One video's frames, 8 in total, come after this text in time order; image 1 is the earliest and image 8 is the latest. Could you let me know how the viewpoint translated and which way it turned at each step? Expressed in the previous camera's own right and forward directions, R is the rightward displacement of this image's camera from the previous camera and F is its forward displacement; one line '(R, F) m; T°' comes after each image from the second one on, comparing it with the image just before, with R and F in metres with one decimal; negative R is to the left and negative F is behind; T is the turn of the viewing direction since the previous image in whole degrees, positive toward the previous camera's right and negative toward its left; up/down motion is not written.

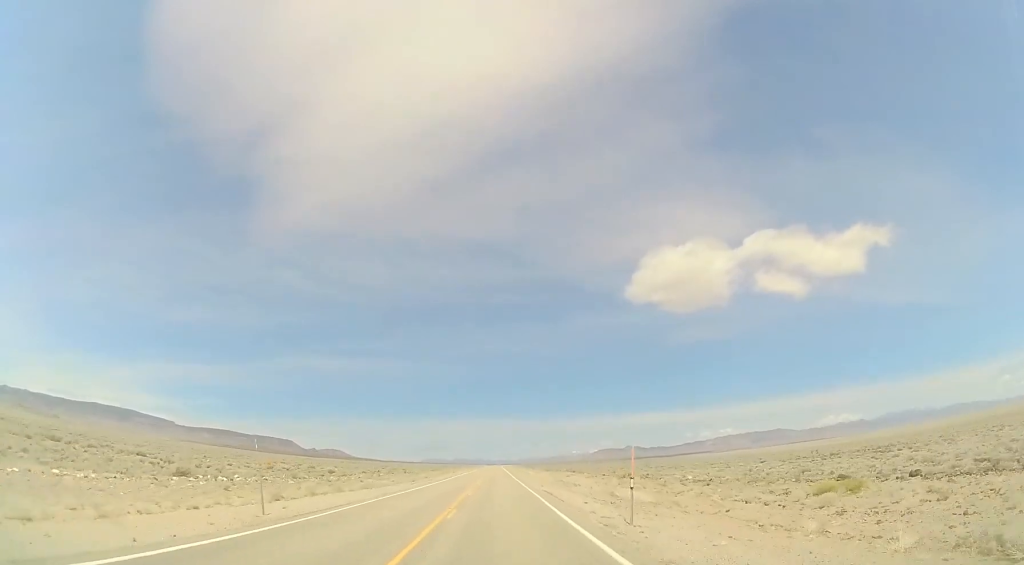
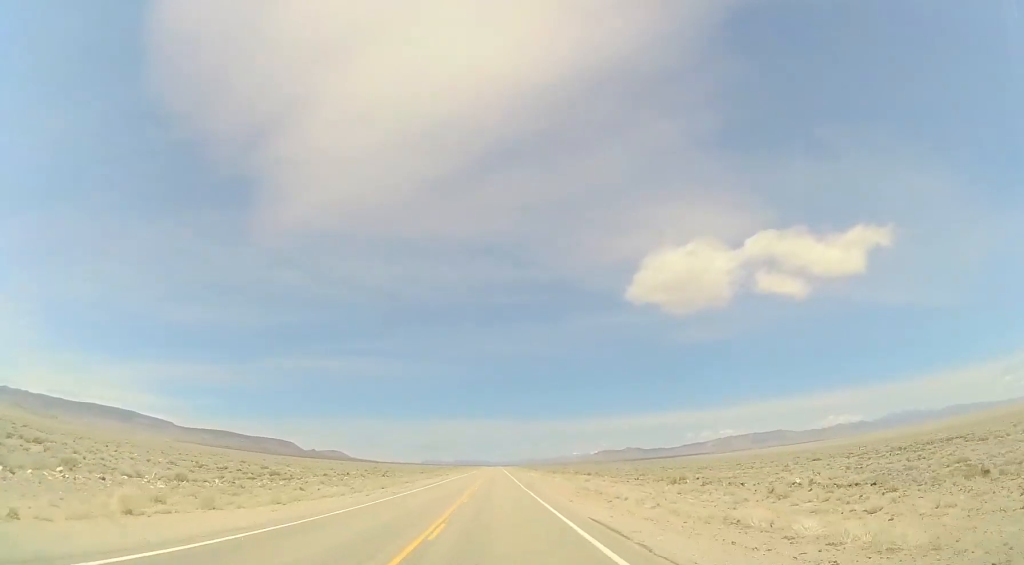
(0.0, +16.5) m; 0°
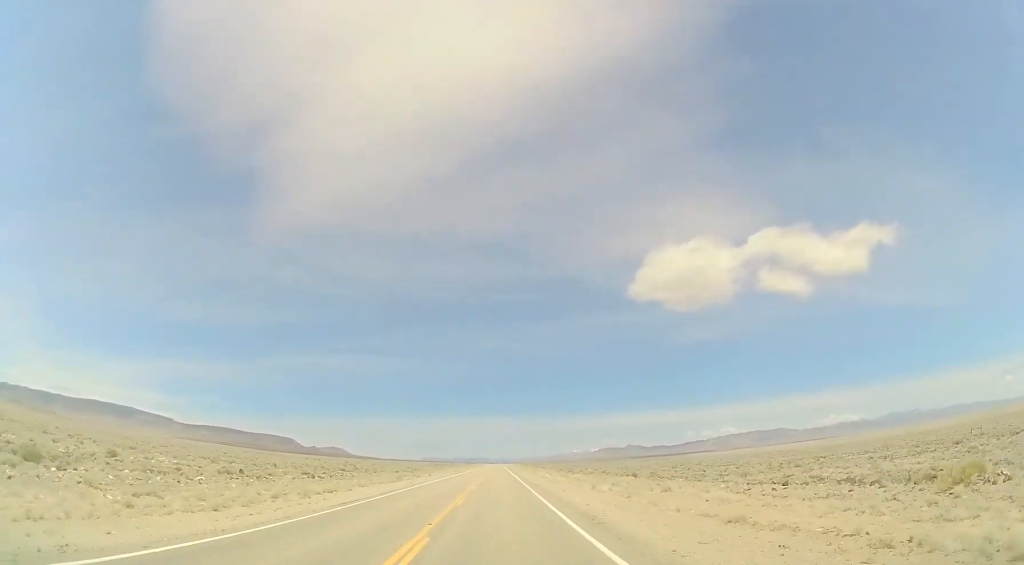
(+0.1, +27.8) m; +1°
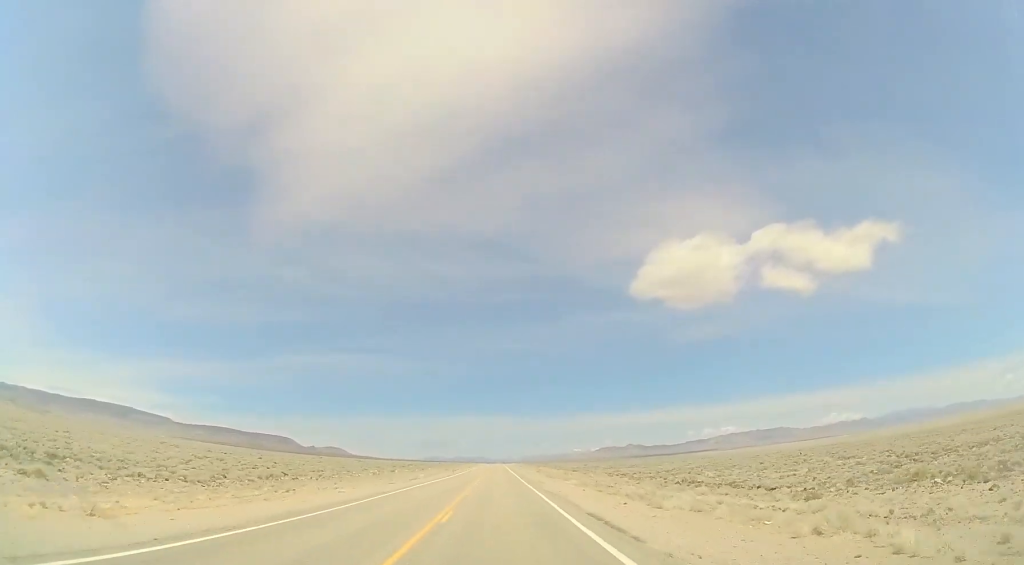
(+0.3, +67.1) m; 0°
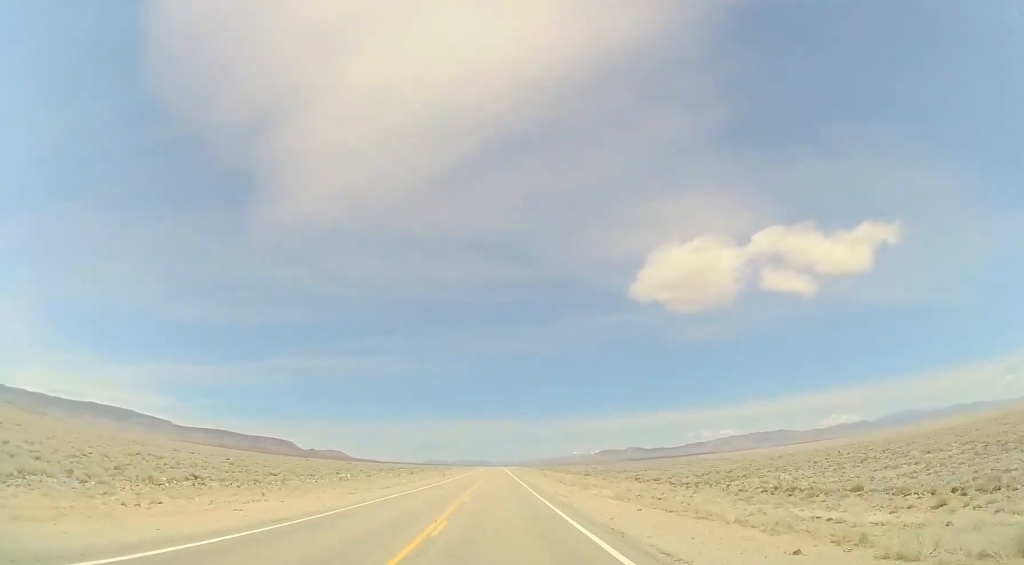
(-0.2, +14.5) m; 0°
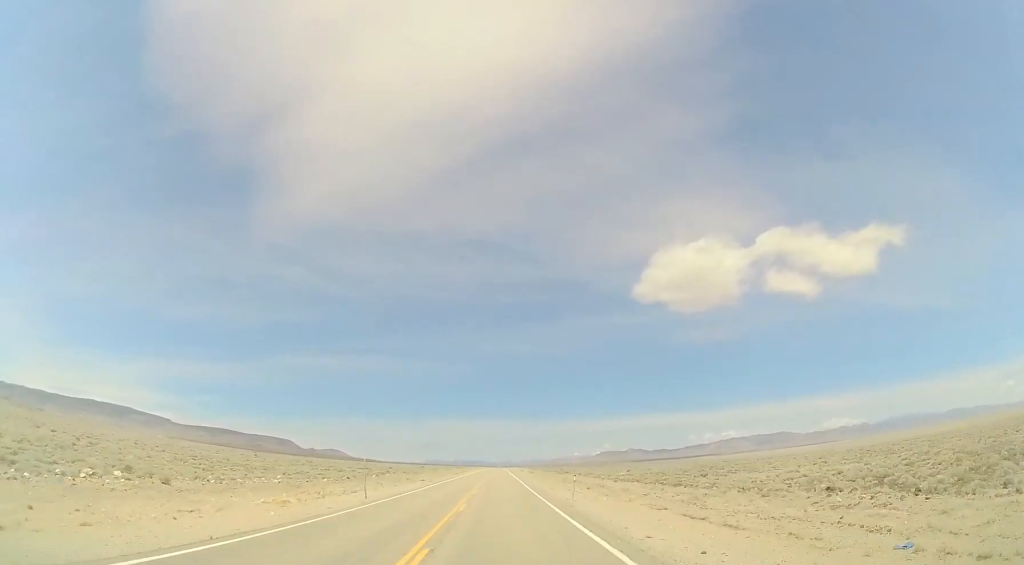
(0.0, +41.3) m; 0°
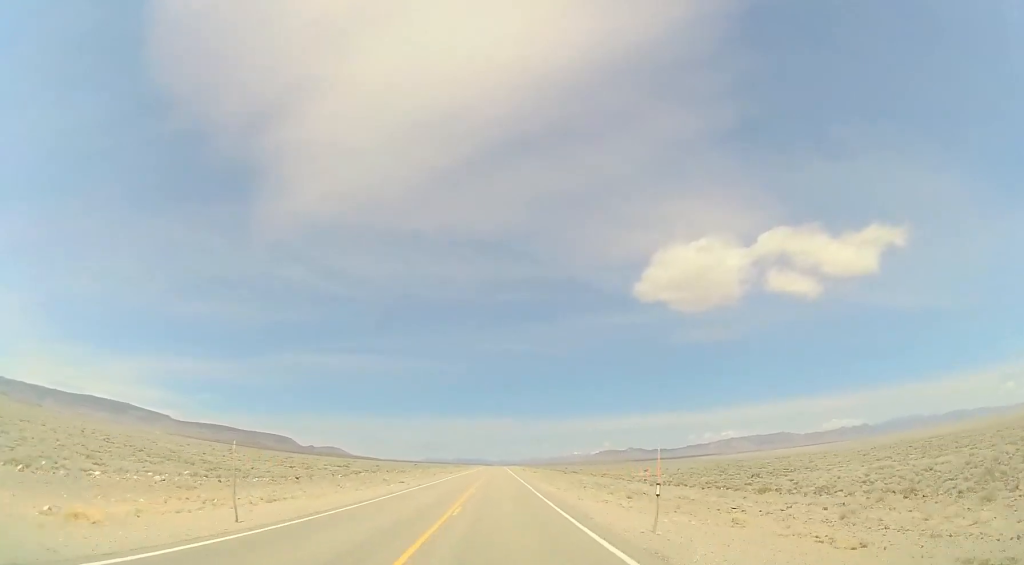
(0.0, +14.5) m; 0°
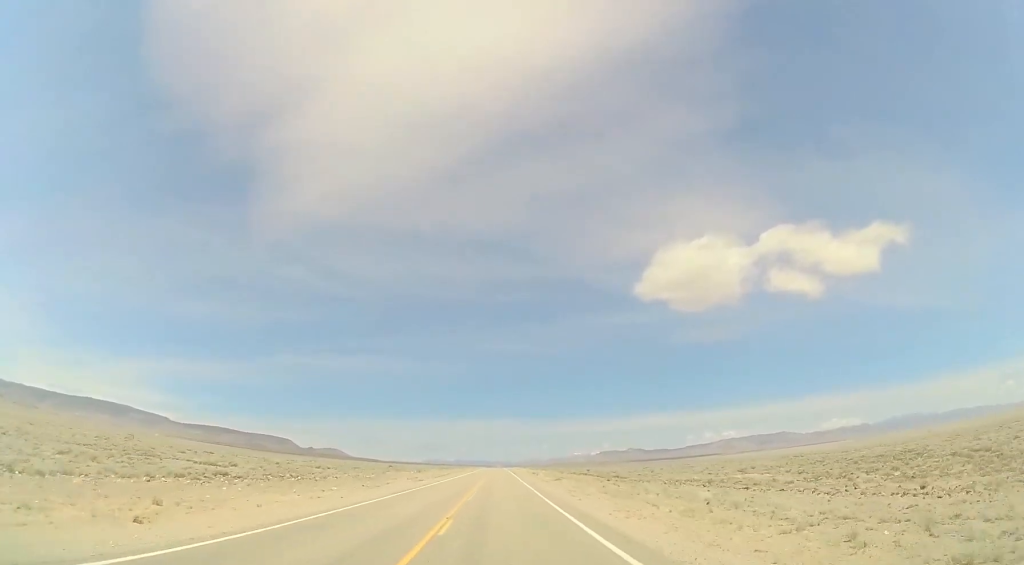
(+0.3, +41.4) m; +1°
